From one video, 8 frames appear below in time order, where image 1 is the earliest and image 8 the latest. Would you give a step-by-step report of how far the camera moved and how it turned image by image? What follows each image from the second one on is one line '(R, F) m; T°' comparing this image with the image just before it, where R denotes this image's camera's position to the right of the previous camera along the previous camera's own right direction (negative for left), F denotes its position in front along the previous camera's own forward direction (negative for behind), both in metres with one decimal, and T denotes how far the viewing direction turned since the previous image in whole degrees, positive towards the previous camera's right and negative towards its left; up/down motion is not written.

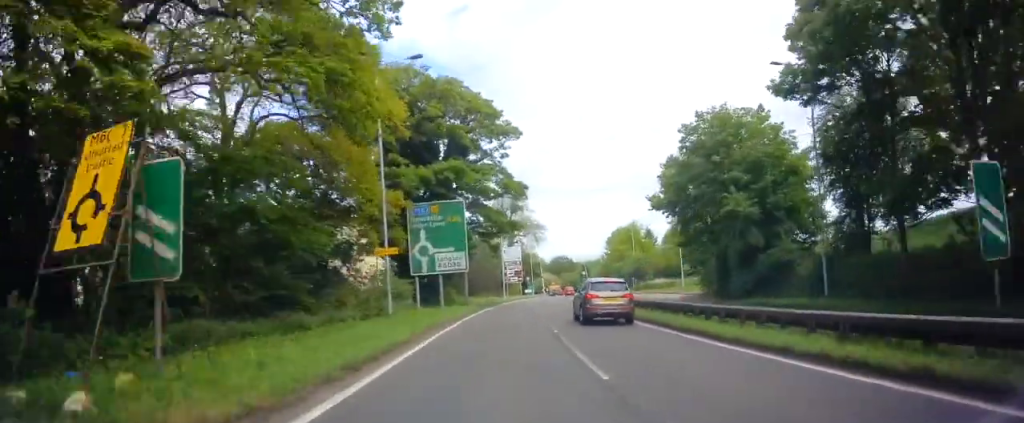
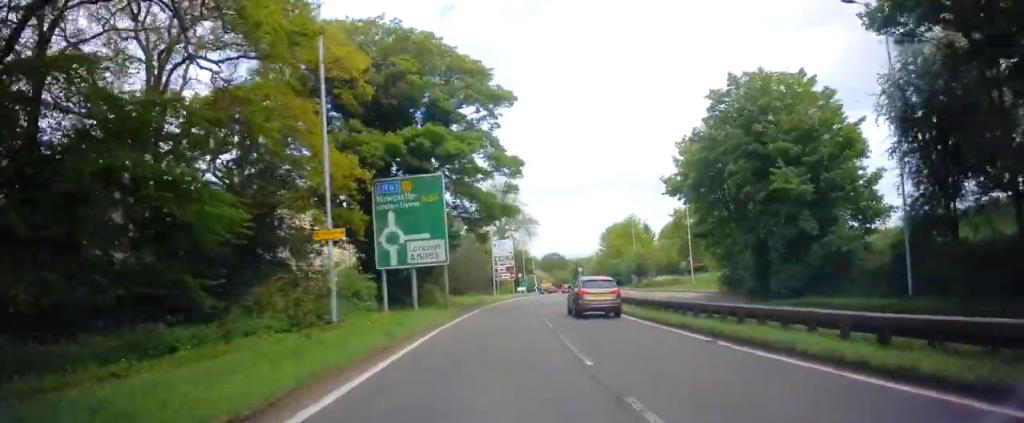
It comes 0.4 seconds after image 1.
(0.0, +7.6) m; +1°
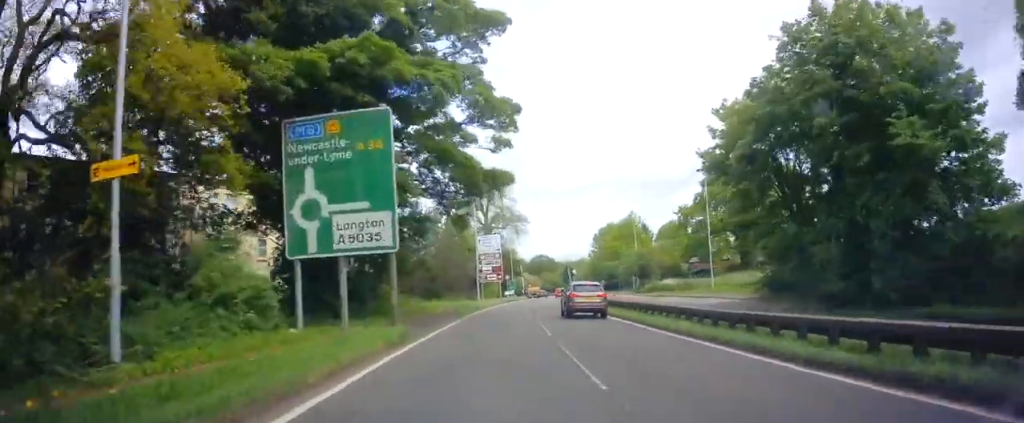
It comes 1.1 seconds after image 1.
(0.0, +11.0) m; +2°
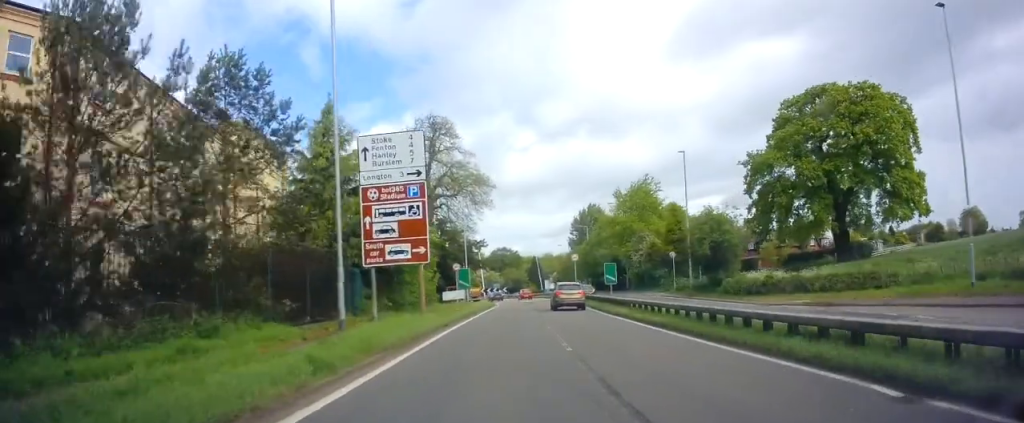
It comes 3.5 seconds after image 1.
(+2.0, +40.1) m; +4°
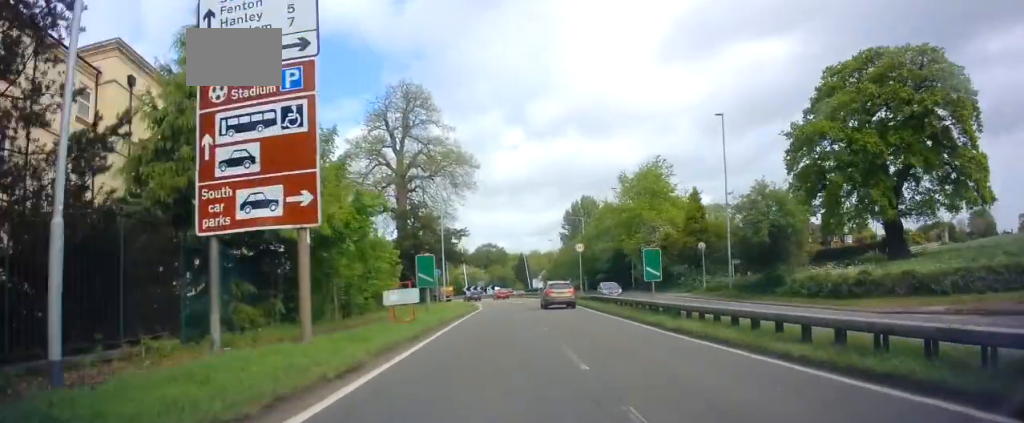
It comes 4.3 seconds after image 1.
(0.0, +11.7) m; +1°
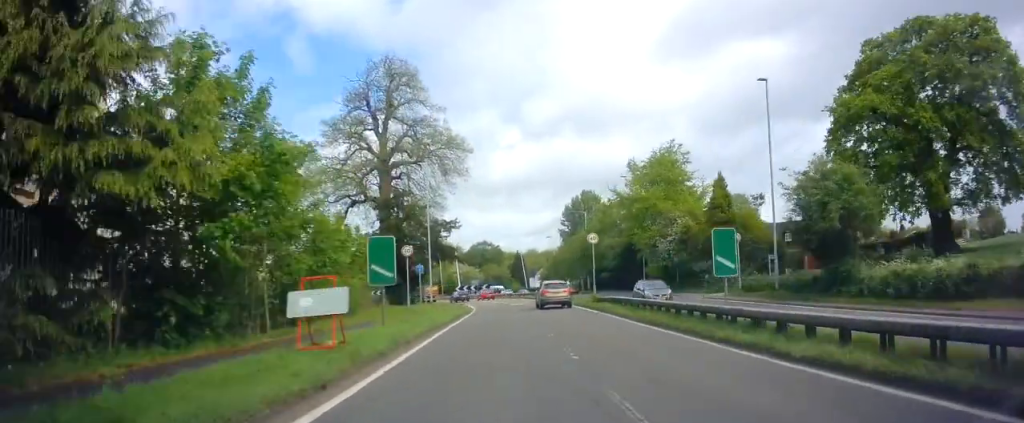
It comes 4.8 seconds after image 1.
(0.0, +7.4) m; +1°
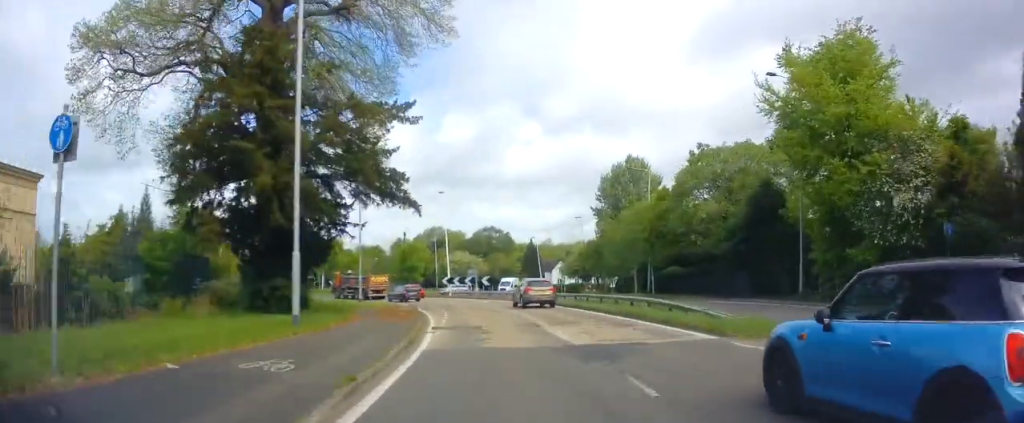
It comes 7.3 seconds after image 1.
(+0.3, +32.0) m; -1°
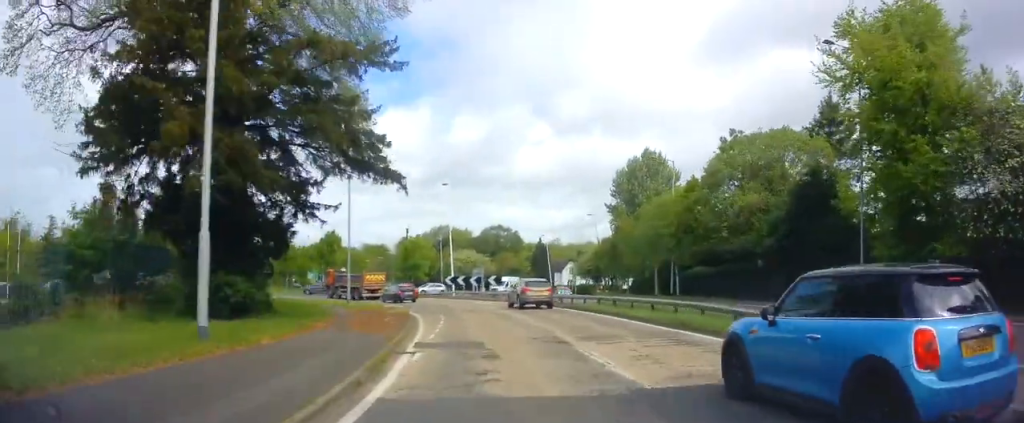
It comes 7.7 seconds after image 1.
(-0.2, +5.2) m; 0°
